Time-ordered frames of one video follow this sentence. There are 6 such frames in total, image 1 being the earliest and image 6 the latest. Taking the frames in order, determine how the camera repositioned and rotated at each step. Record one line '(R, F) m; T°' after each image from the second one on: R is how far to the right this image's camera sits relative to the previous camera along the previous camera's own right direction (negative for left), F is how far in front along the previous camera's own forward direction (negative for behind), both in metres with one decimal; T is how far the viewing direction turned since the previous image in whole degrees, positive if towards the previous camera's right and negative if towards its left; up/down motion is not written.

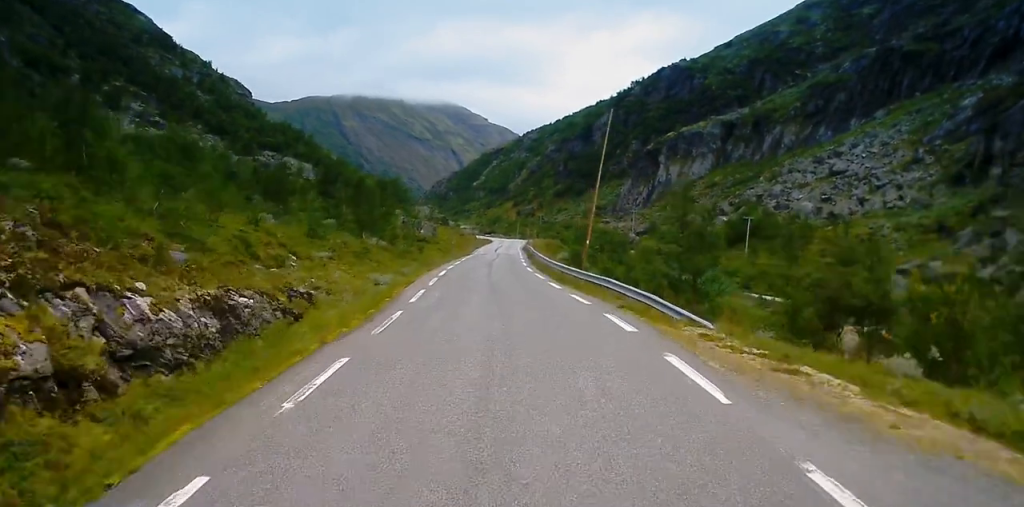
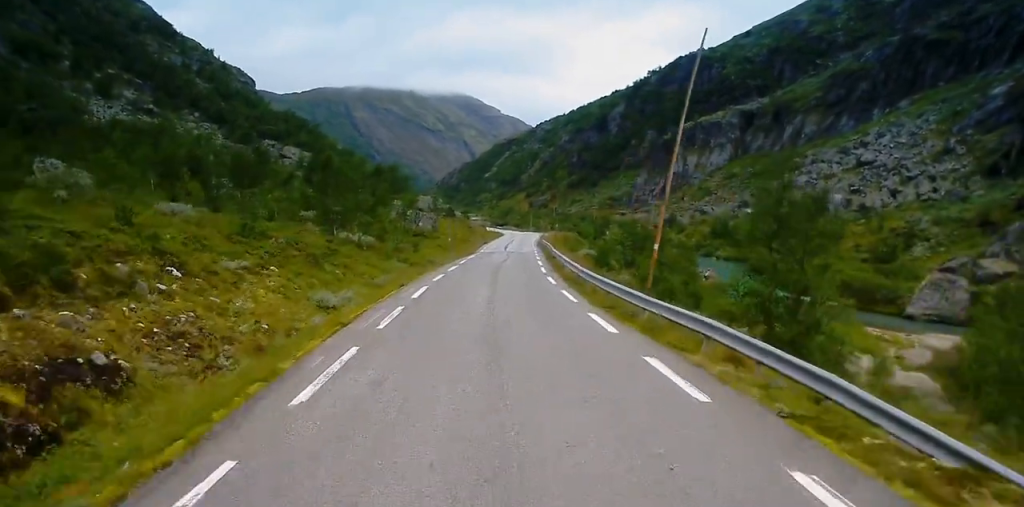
(-0.3, +11.9) m; -2°
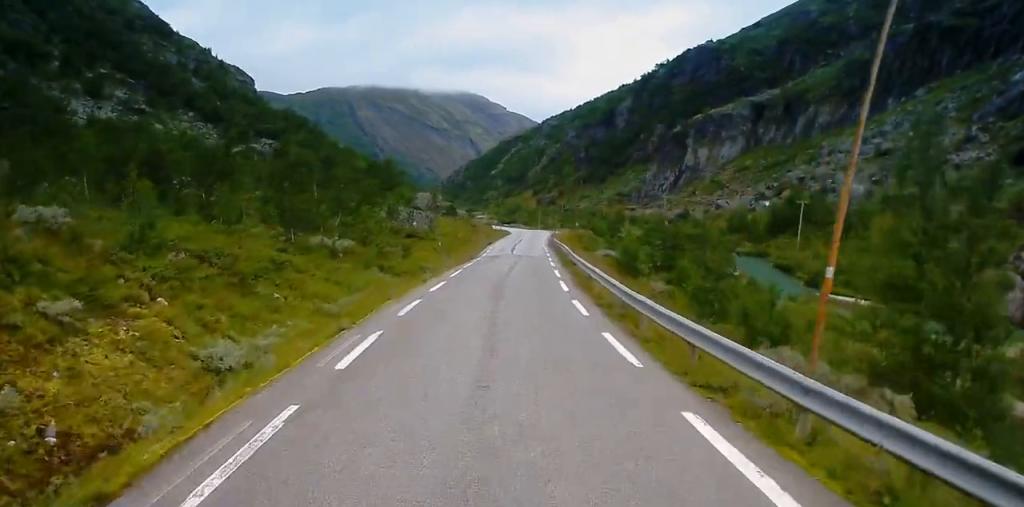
(-0.2, +9.6) m; -1°
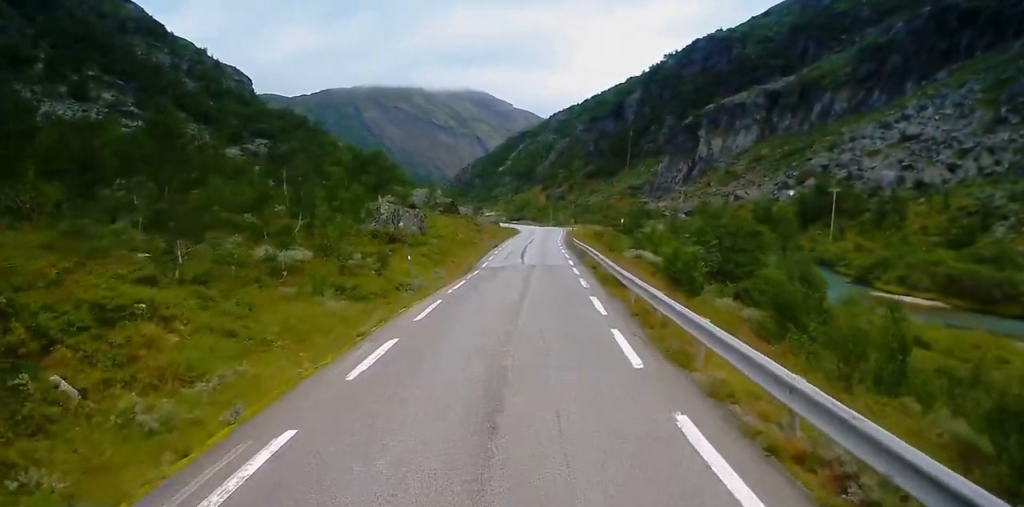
(-0.1, +12.2) m; 0°
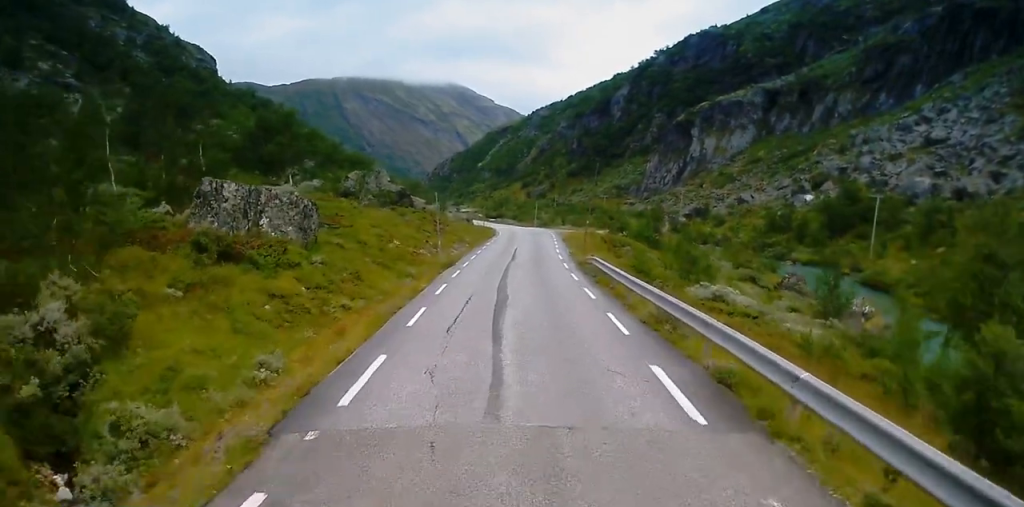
(+0.5, +26.5) m; +1°
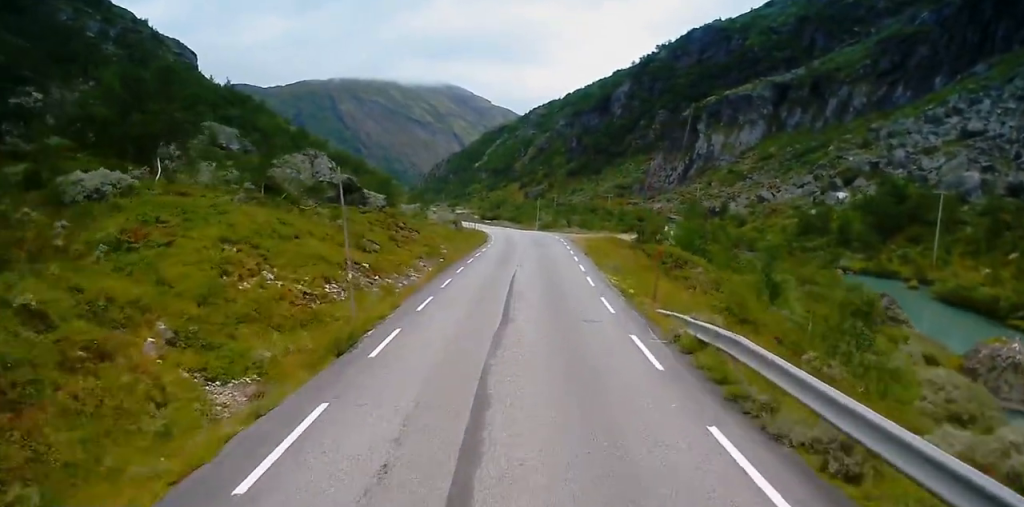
(0.0, +21.5) m; +2°
